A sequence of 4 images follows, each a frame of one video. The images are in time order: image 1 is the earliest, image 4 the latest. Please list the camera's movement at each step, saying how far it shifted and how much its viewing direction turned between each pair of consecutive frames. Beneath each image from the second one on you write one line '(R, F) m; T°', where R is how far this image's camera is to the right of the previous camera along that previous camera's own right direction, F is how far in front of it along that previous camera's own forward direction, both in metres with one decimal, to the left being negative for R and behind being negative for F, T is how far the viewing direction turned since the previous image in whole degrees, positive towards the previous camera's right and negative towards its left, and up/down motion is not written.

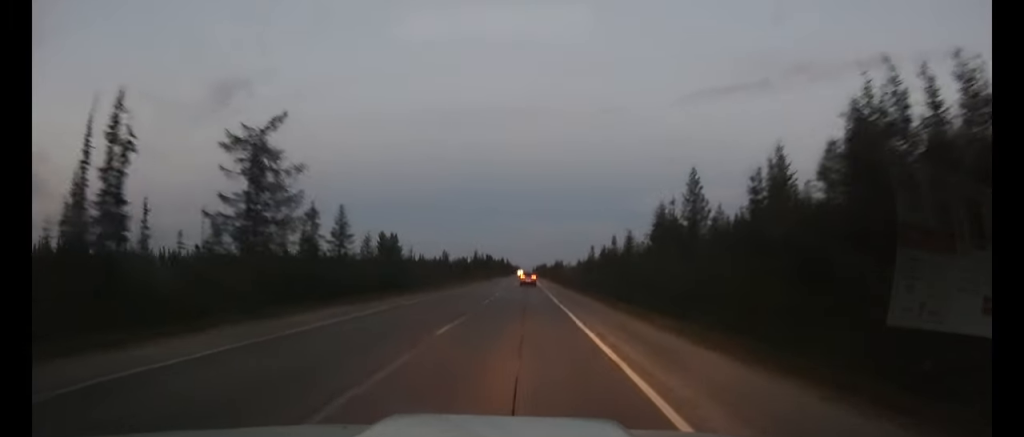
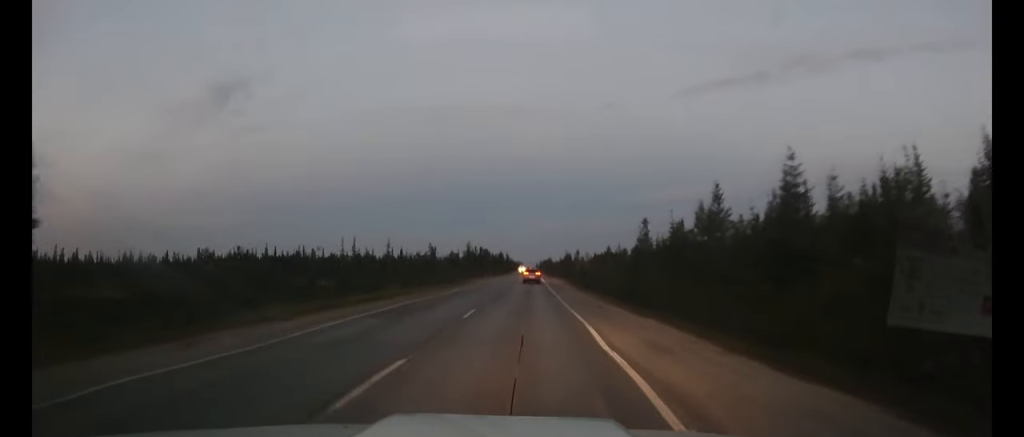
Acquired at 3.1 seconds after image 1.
(+0.1, +53.3) m; 0°
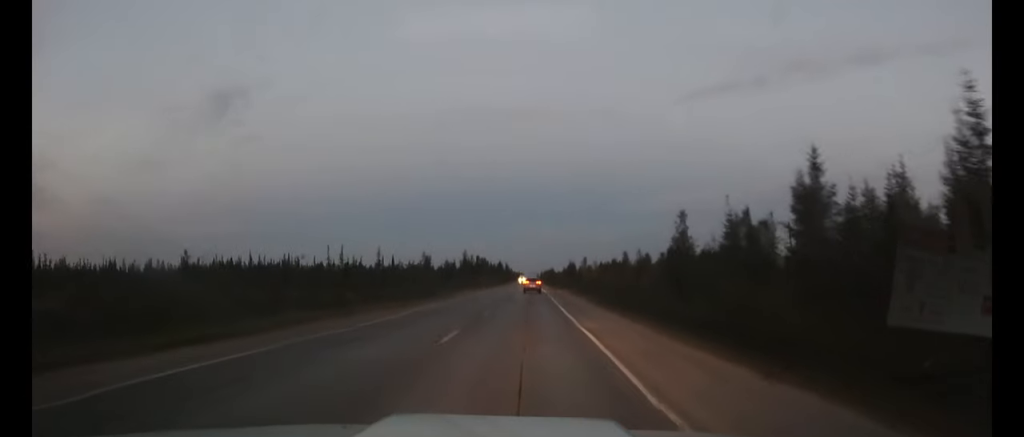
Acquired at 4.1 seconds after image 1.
(0.0, +16.6) m; 0°
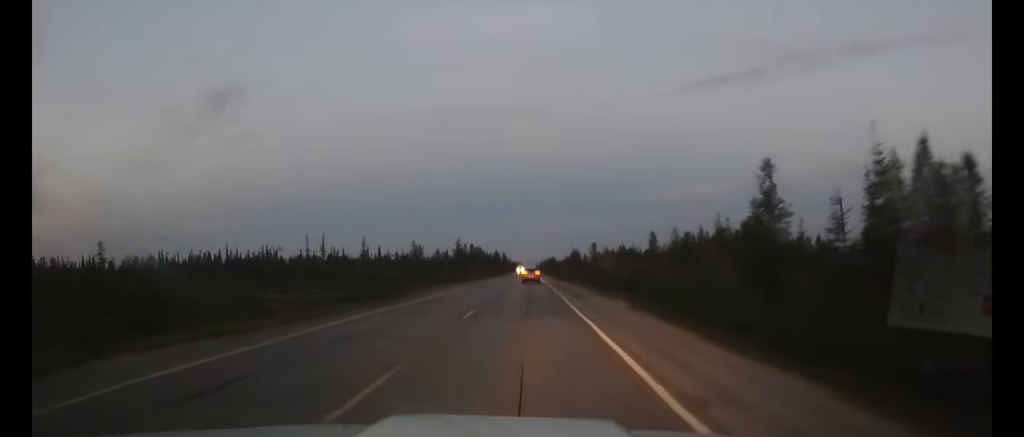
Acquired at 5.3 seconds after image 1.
(-0.1, +19.4) m; 0°
